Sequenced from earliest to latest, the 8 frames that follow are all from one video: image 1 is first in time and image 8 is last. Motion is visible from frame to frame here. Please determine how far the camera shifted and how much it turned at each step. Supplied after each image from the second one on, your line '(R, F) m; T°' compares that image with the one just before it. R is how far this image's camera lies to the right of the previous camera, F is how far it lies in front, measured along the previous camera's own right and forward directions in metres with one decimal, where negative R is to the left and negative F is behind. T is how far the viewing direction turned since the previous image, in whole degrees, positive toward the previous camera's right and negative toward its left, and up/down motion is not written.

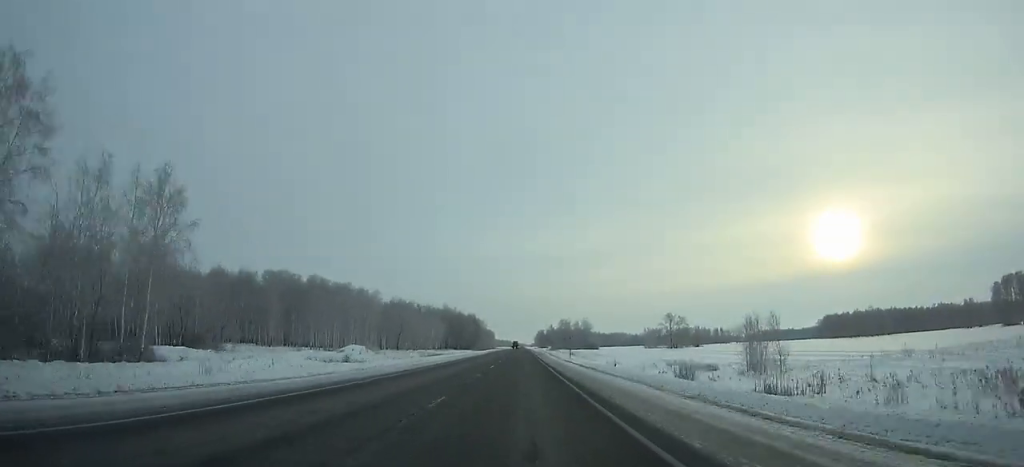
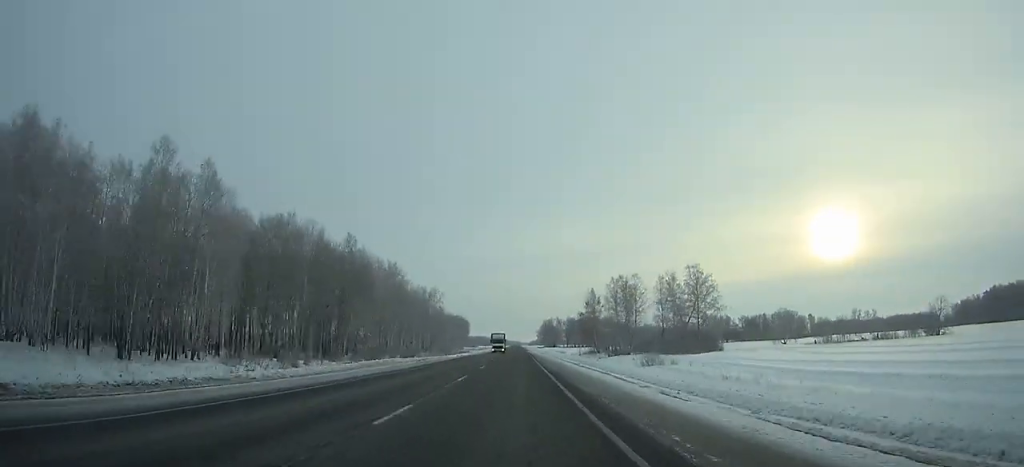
(+2.2, +243.0) m; 0°
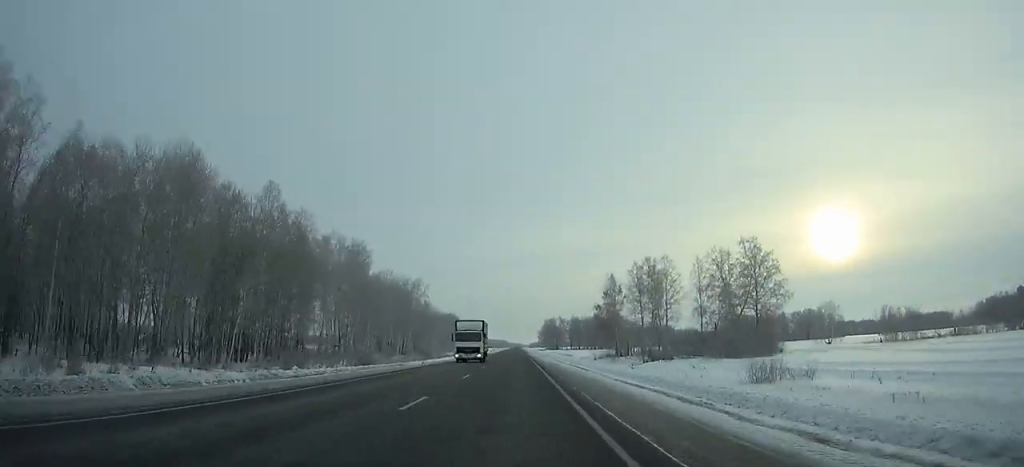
(0.0, +33.9) m; 0°
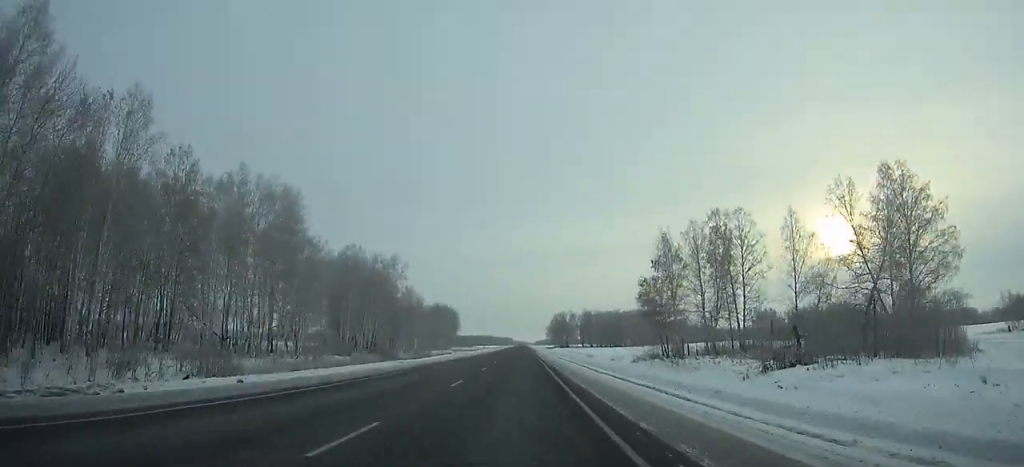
(0.0, +41.3) m; 0°
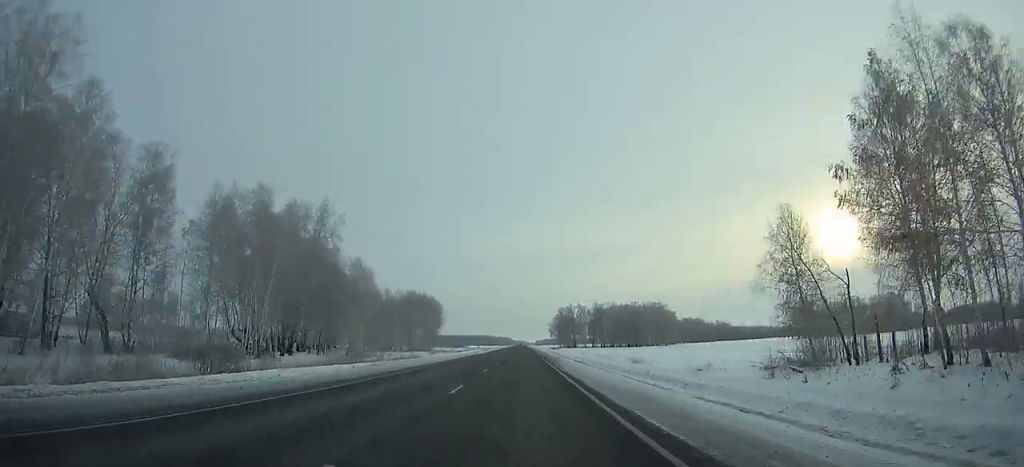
(-0.3, +51.2) m; 0°
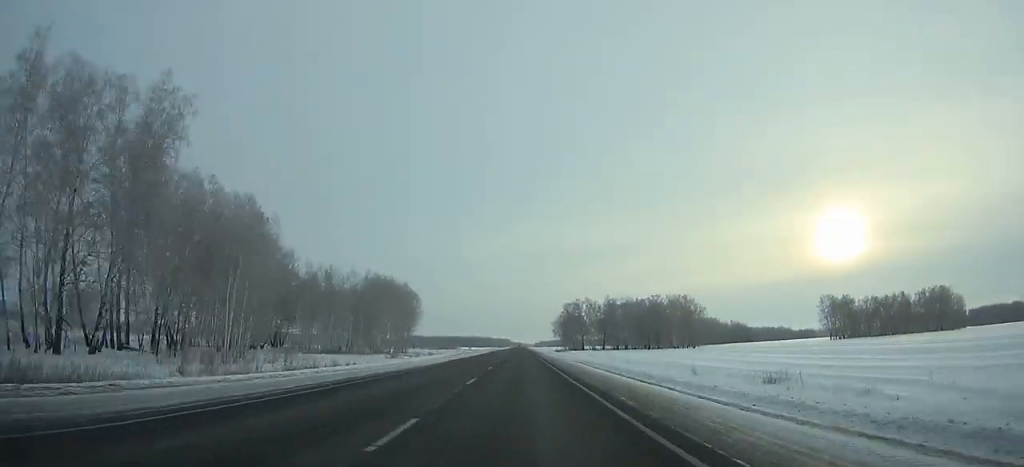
(0.0, +44.1) m; 0°
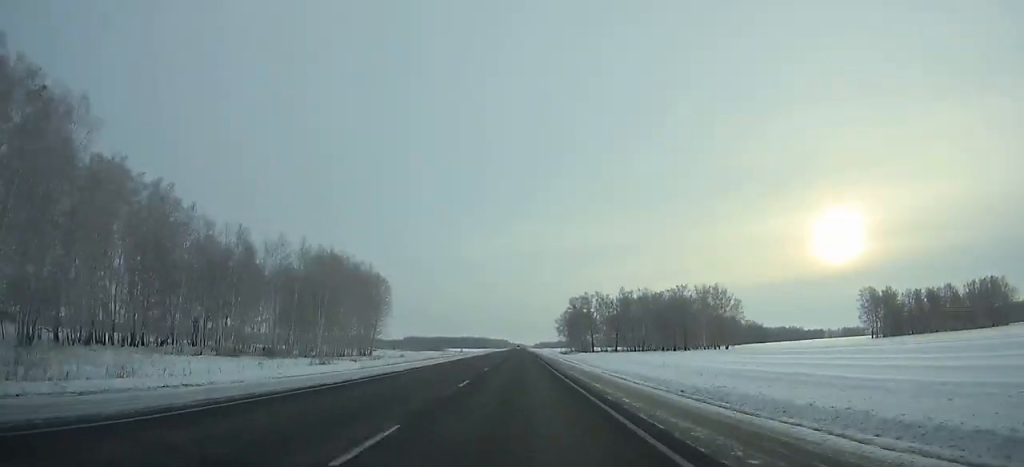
(+0.1, +36.8) m; 0°
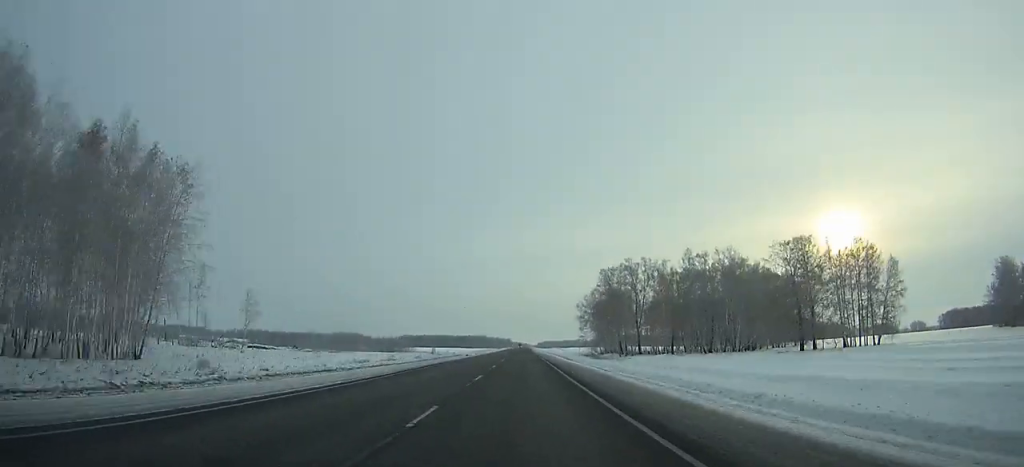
(0.0, +80.8) m; 0°
